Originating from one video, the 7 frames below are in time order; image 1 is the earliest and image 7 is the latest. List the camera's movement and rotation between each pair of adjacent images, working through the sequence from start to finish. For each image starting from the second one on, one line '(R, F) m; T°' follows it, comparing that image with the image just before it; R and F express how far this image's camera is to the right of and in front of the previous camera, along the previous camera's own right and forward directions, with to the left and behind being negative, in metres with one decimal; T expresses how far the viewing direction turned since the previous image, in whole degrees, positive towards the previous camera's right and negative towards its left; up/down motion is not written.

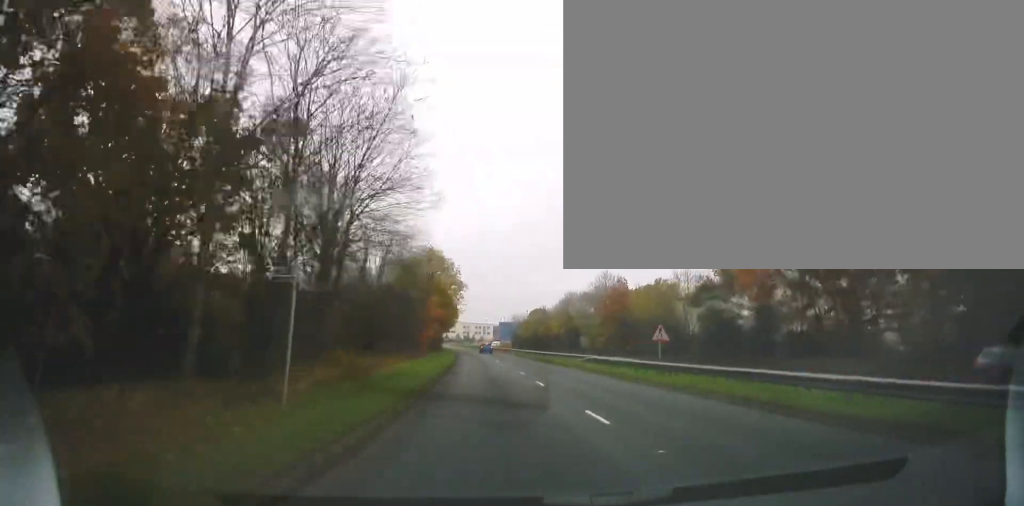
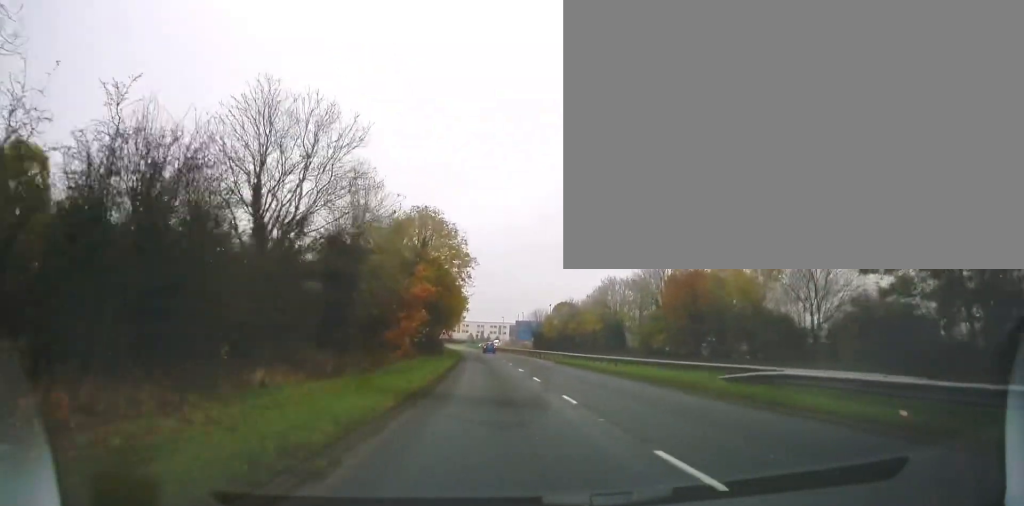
(-0.6, +23.9) m; 0°
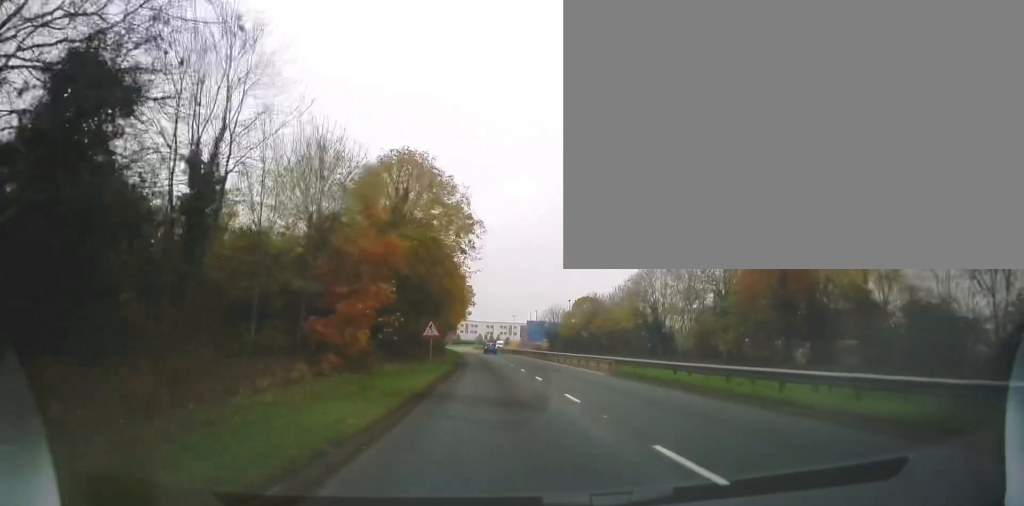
(+0.5, +17.6) m; 0°
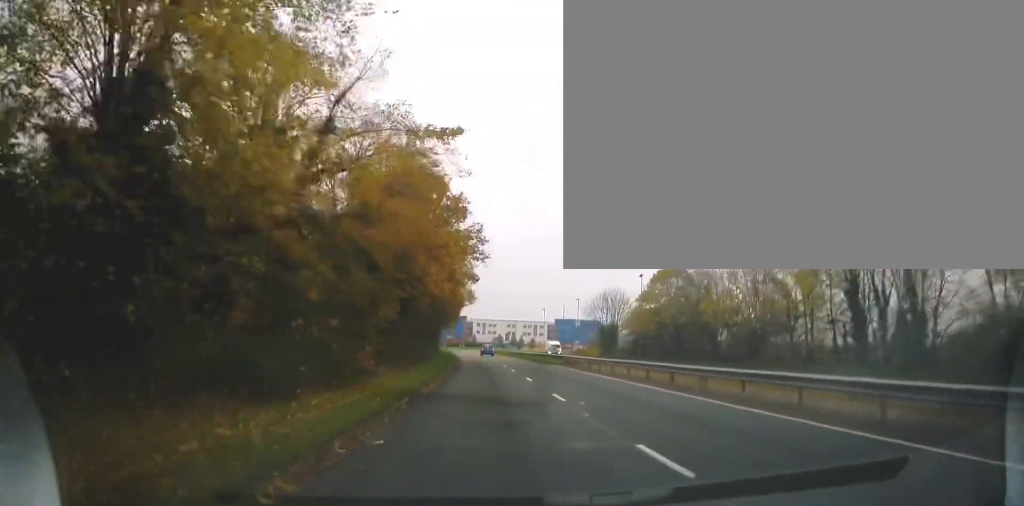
(-1.6, +43.5) m; -4°
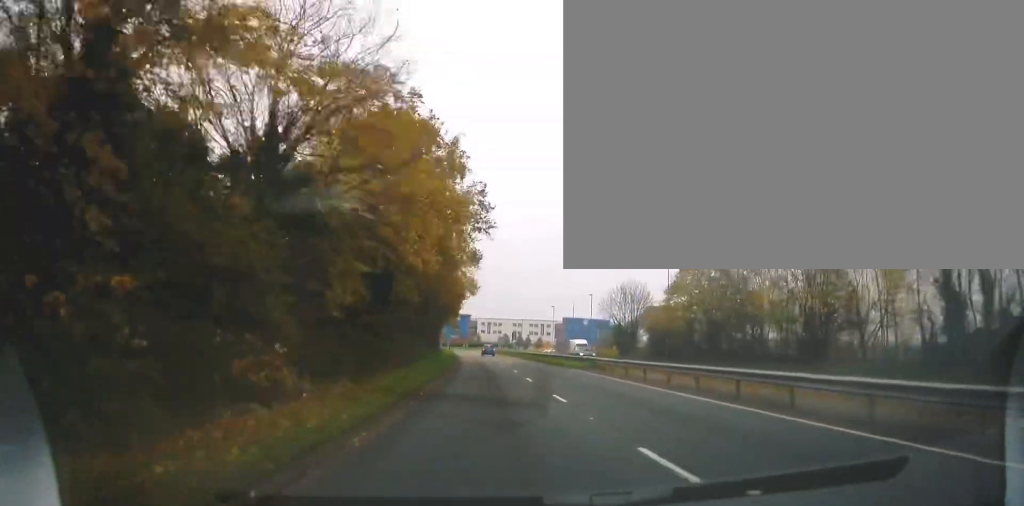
(0.0, +9.4) m; -1°
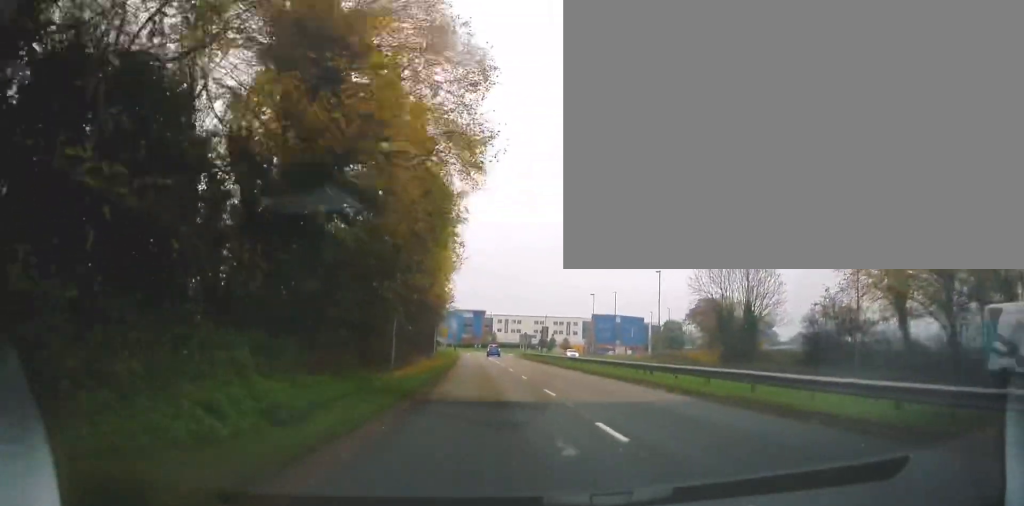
(-0.1, +33.8) m; 0°
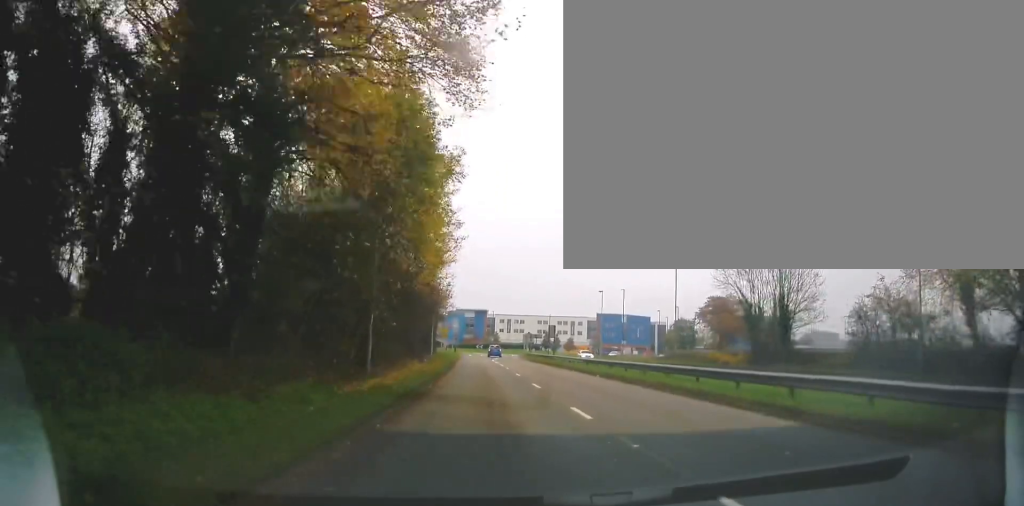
(0.0, +5.6) m; 0°
